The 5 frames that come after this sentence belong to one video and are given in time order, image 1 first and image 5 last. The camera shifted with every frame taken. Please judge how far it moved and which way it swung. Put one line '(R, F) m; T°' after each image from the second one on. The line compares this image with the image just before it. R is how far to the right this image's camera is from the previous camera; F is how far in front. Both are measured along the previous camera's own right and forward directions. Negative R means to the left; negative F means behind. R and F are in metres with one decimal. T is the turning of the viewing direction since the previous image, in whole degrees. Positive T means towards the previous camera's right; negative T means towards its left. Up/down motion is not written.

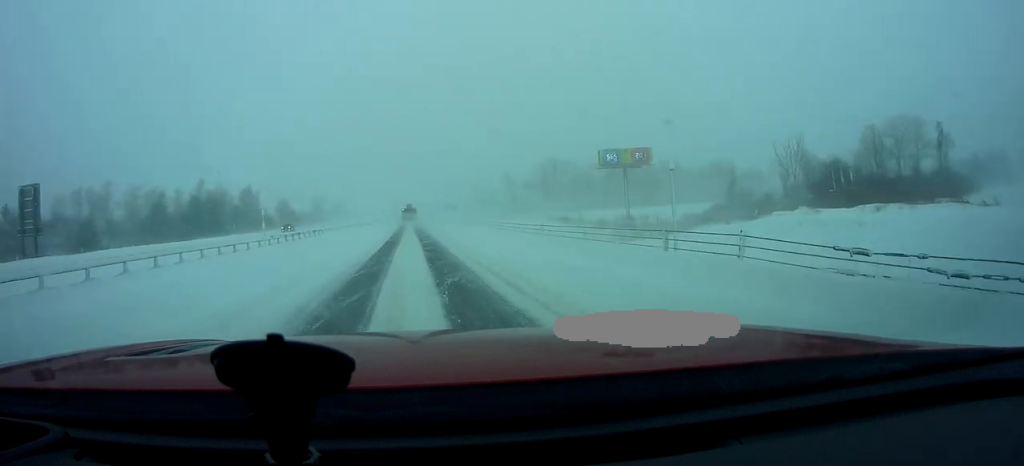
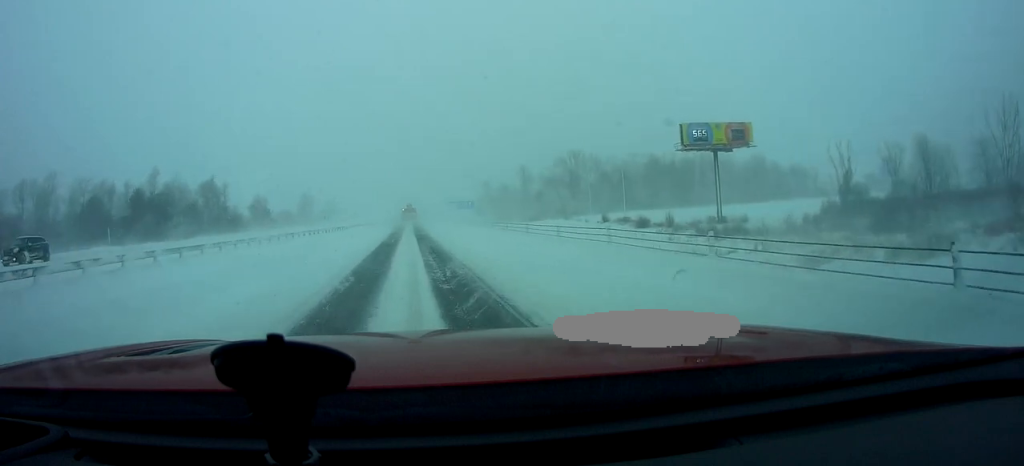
(-0.4, +40.5) m; -1°
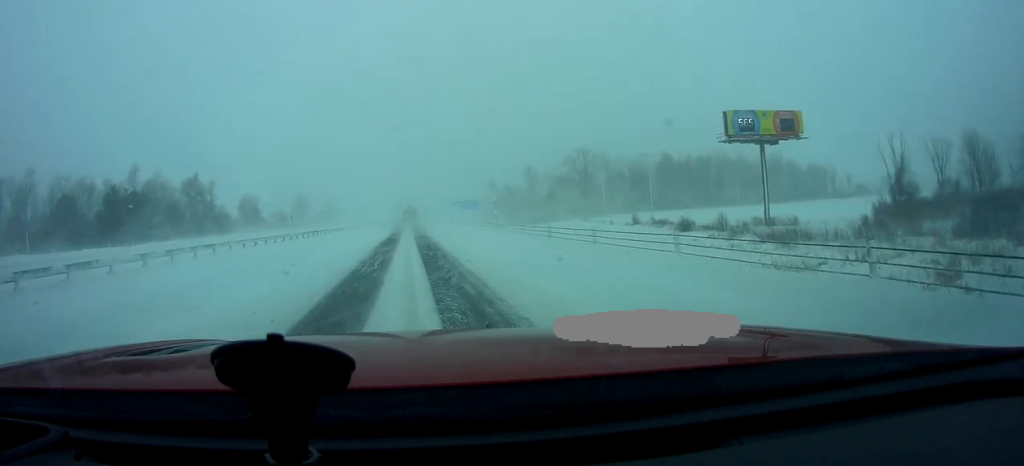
(+0.2, +13.3) m; 0°
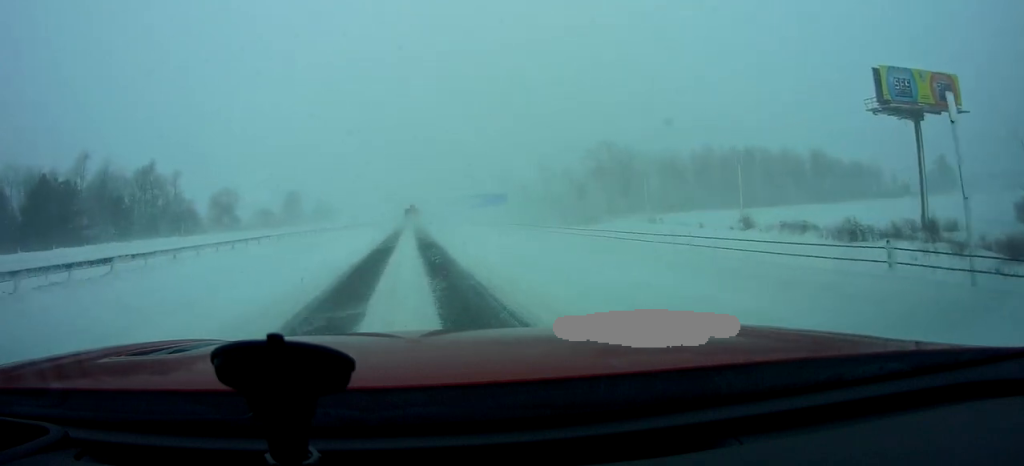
(-0.1, +29.1) m; +1°
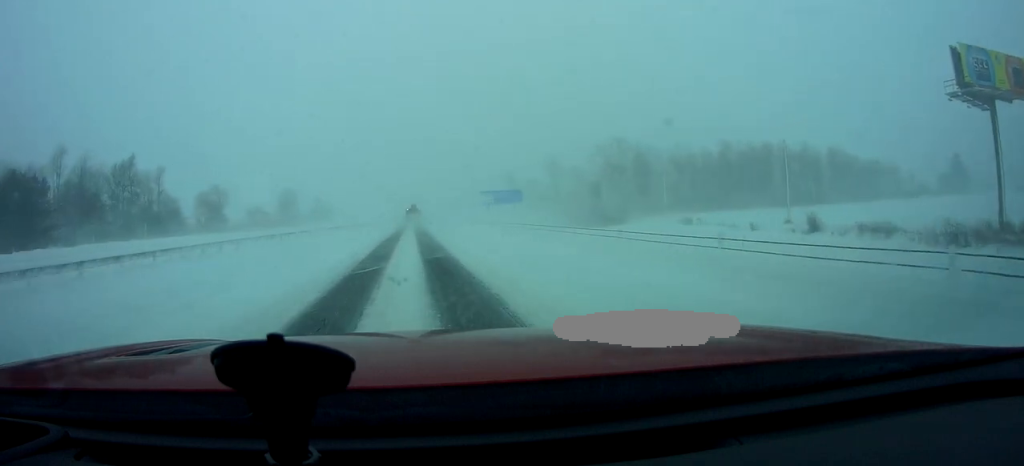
(+0.3, +10.6) m; 0°
